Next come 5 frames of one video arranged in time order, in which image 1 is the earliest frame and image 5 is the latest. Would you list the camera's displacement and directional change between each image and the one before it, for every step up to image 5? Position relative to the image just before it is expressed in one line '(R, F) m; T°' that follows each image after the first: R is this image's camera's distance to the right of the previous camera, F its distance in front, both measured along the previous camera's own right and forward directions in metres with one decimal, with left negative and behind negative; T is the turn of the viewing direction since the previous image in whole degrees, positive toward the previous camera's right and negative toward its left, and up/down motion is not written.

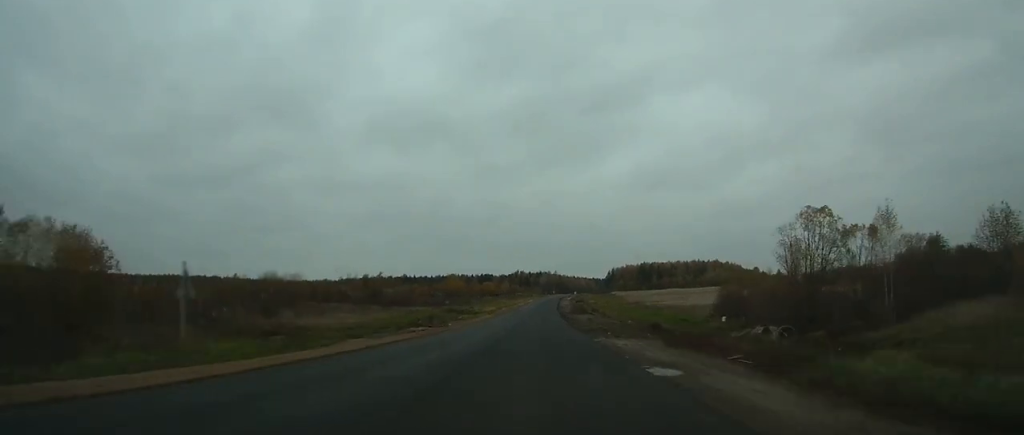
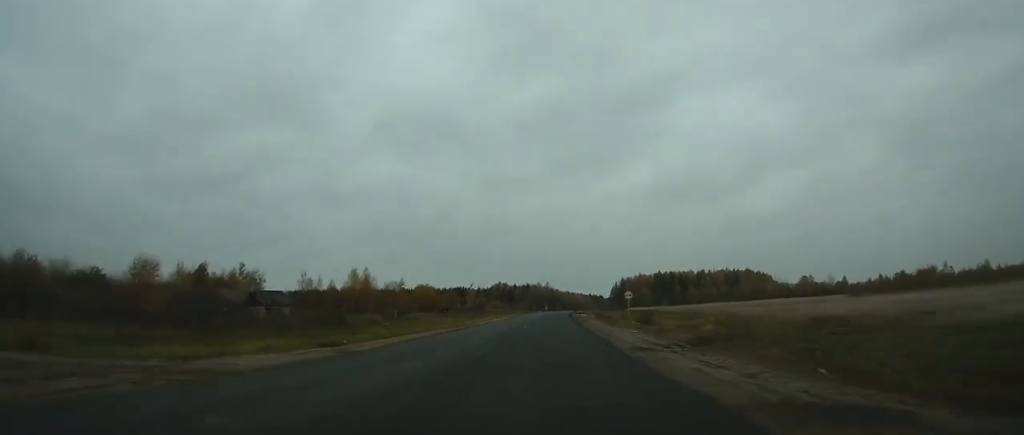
(+0.7, +117.6) m; +1°
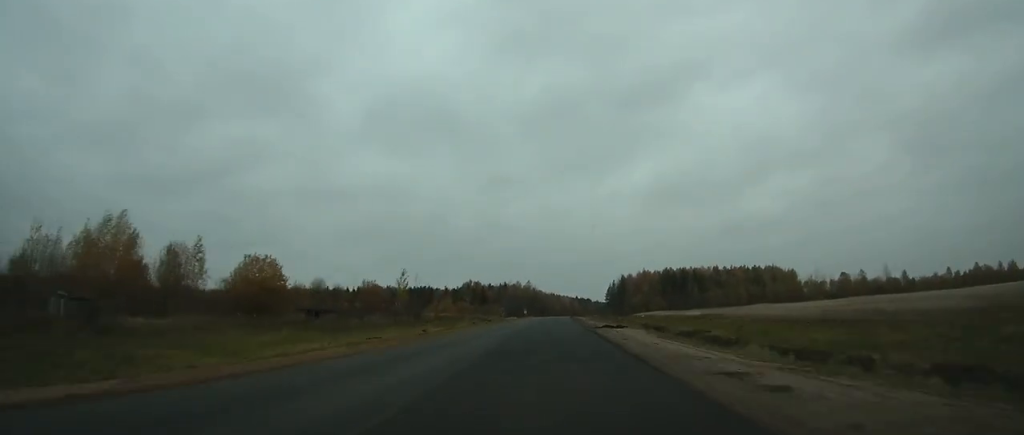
(+1.2, +75.6) m; +2°
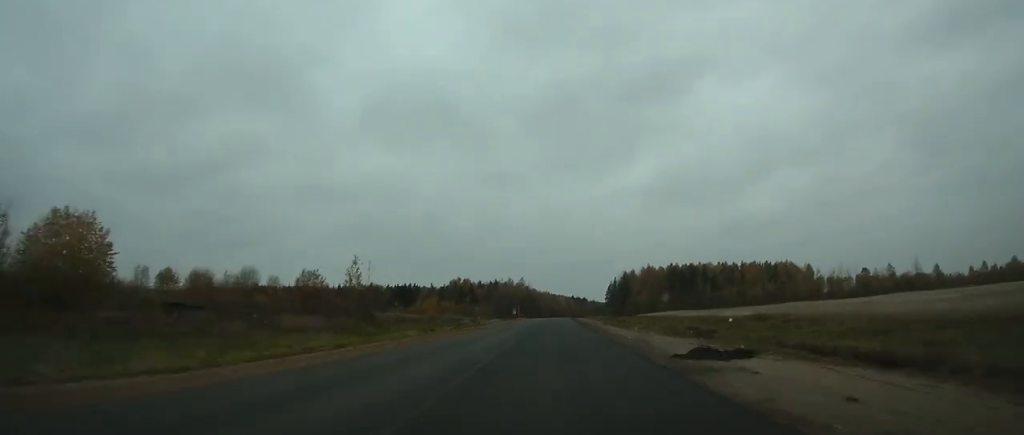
(+0.1, +27.4) m; +1°
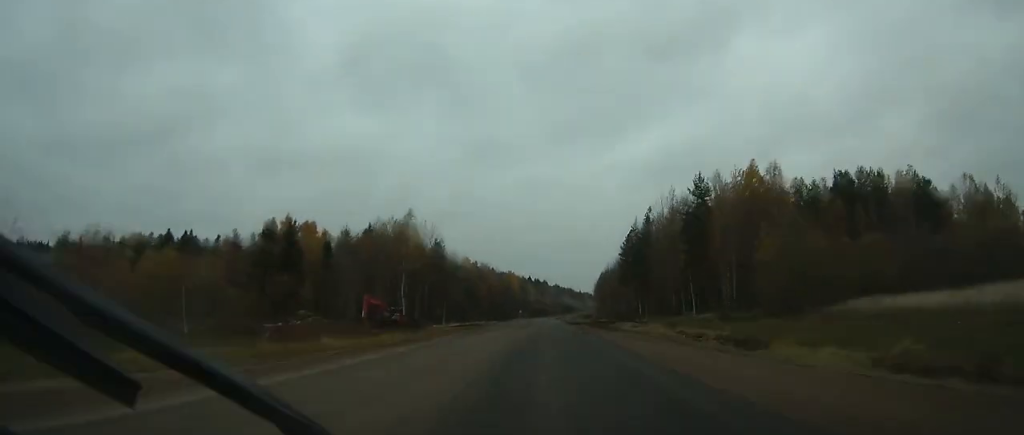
(+6.4, +181.6) m; +4°
